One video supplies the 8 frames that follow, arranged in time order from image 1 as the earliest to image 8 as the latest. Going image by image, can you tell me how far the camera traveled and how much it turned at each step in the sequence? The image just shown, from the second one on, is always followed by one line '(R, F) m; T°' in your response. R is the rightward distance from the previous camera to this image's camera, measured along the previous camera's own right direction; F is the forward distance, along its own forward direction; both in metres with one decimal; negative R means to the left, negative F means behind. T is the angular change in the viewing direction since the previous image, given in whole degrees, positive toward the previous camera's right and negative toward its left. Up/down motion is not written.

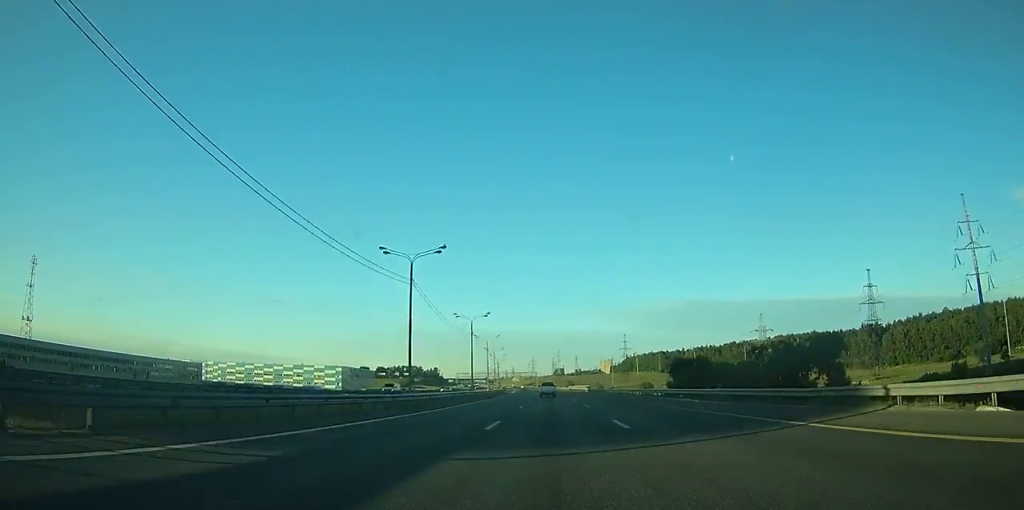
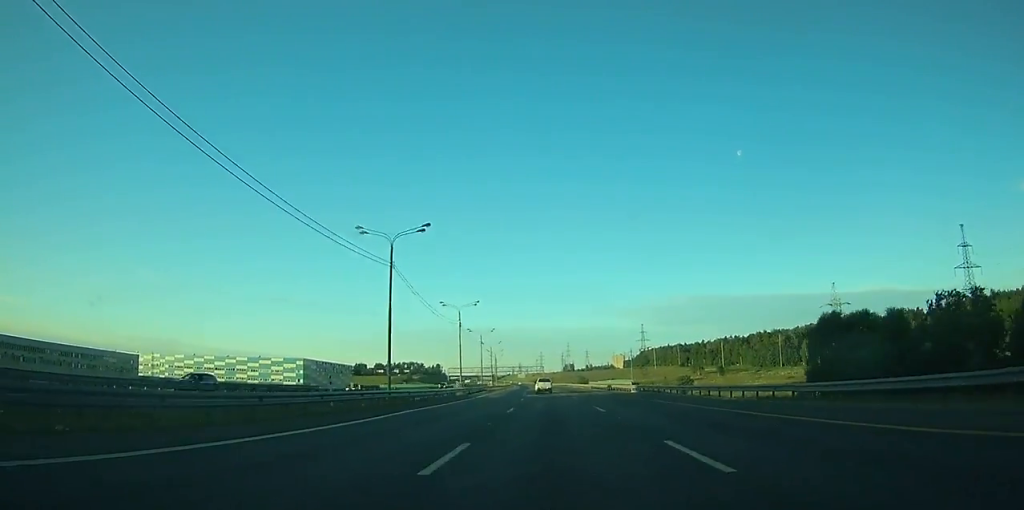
(-0.2, +56.1) m; -1°
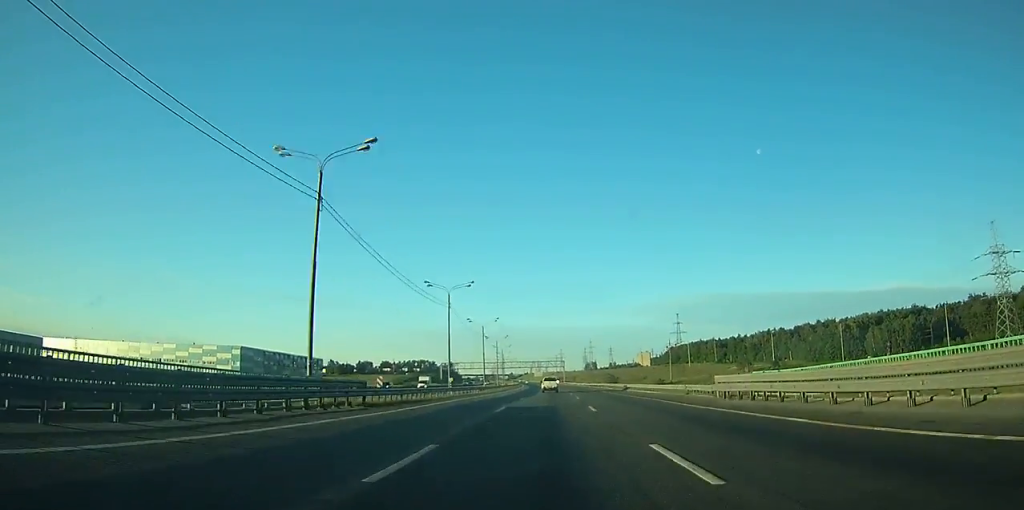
(-1.0, +66.4) m; -1°
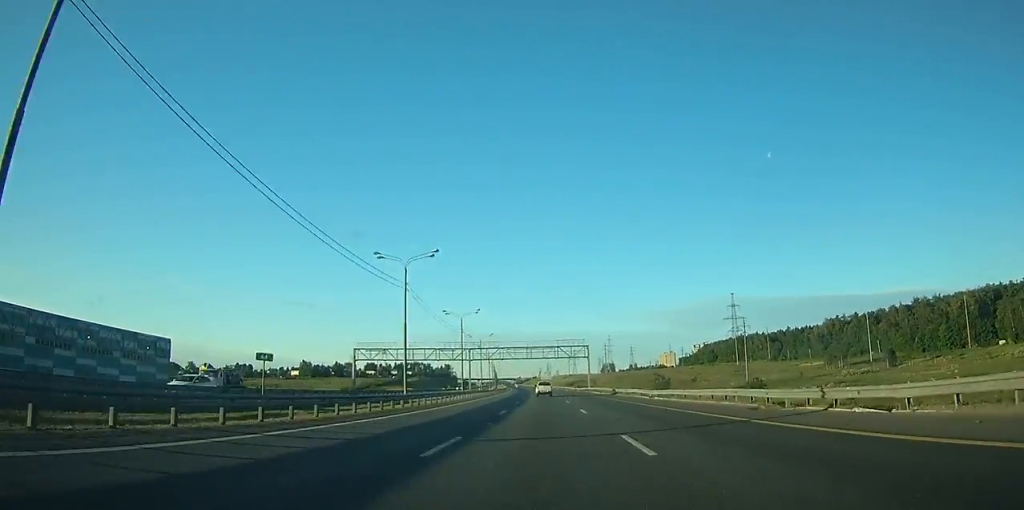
(-1.9, +119.0) m; -2°
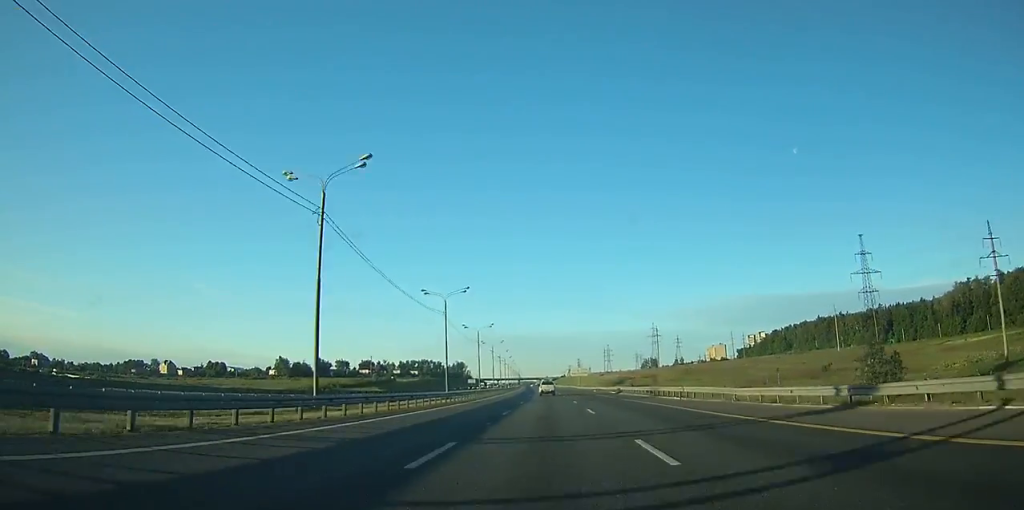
(-2.8, +116.8) m; -2°
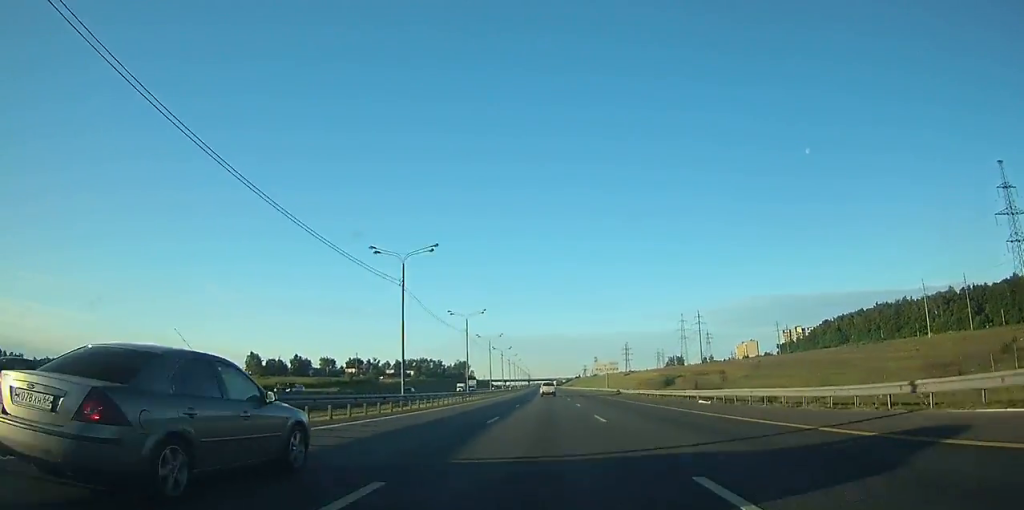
(-0.9, +70.9) m; -1°
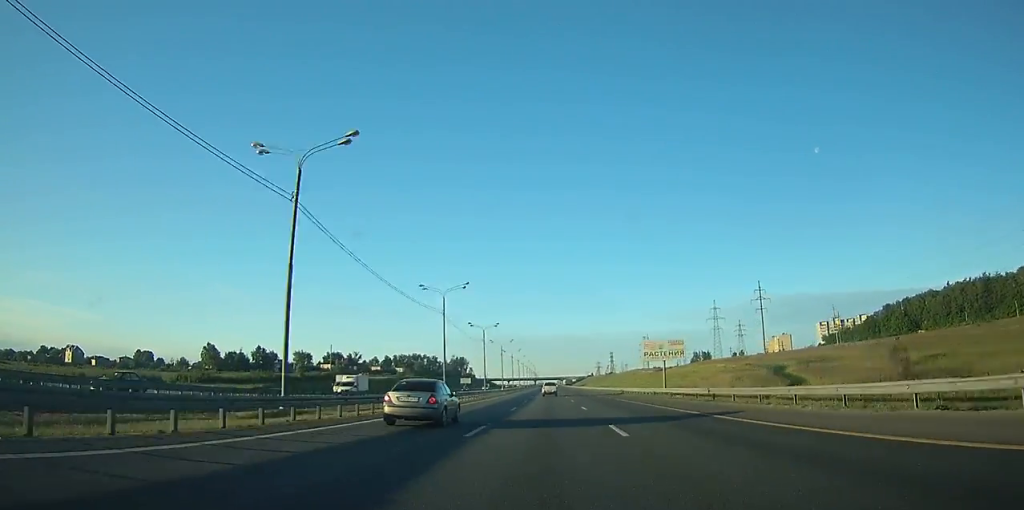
(-0.5, +66.9) m; -1°
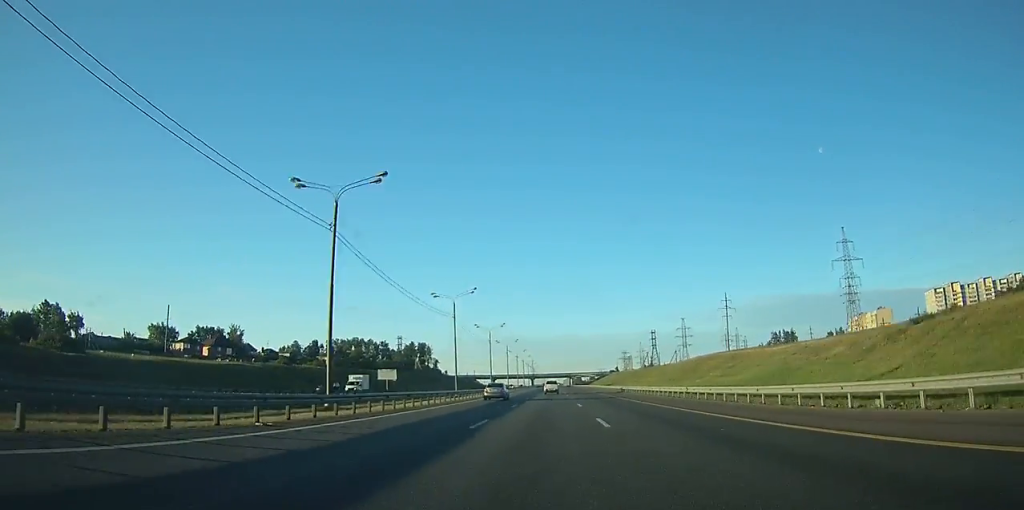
(-0.8, +167.6) m; 0°
